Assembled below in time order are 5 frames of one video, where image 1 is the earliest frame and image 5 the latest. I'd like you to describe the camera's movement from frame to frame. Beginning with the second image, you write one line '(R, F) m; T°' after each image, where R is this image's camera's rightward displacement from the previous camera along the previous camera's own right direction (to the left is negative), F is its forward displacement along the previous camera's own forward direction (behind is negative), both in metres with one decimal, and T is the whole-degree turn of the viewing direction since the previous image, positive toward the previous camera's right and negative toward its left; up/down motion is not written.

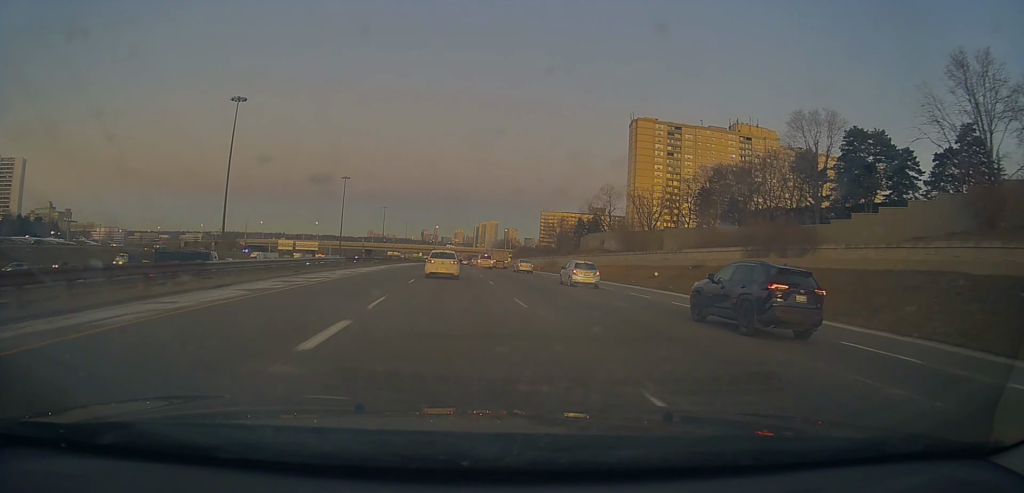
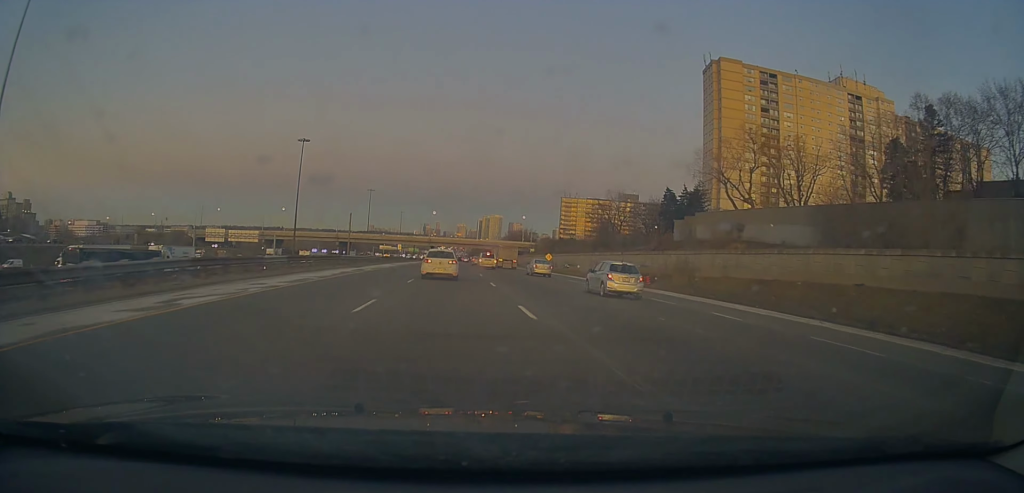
(+1.4, +68.9) m; 0°
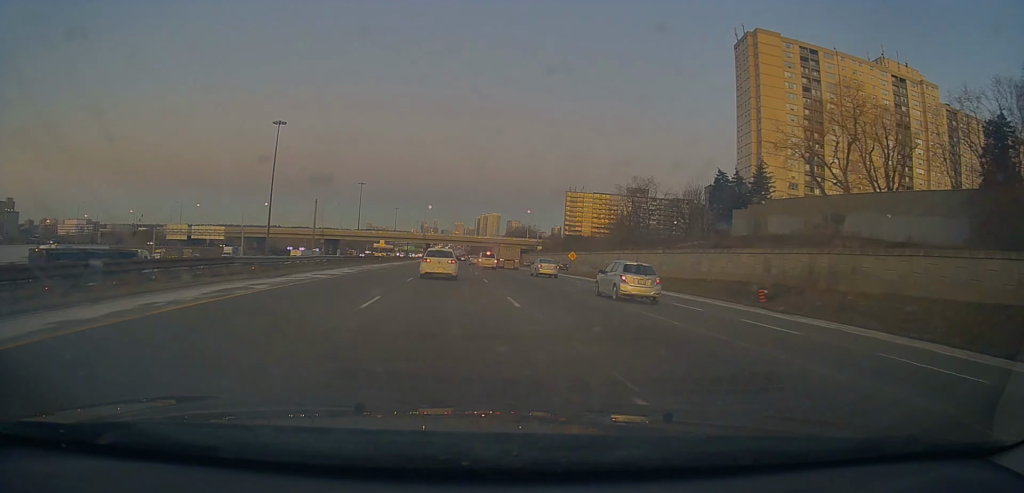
(0.0, +21.9) m; 0°
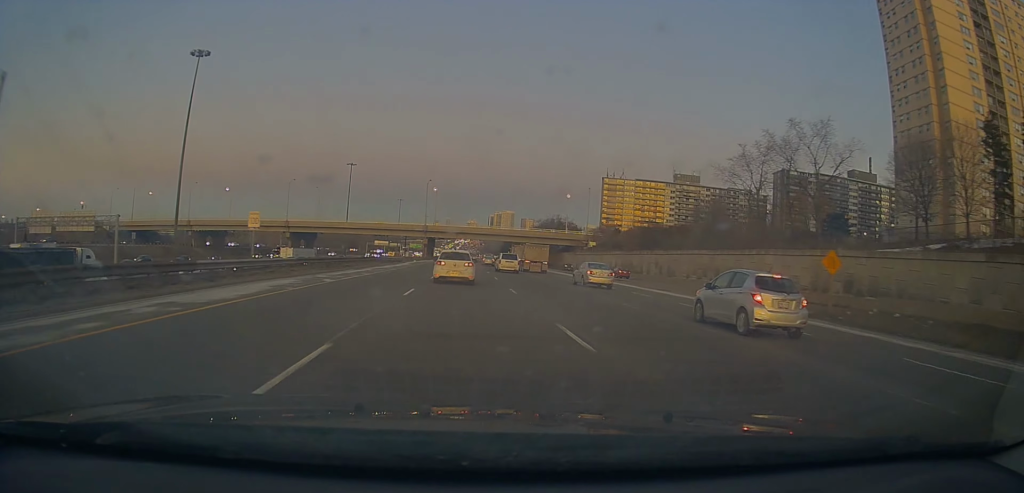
(-0.5, +54.1) m; -1°
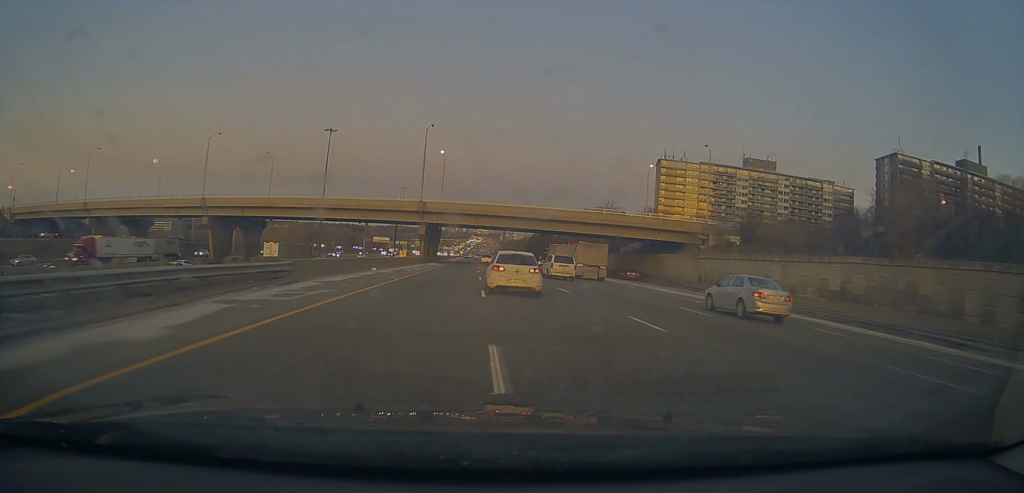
(-0.7, +56.4) m; -2°
